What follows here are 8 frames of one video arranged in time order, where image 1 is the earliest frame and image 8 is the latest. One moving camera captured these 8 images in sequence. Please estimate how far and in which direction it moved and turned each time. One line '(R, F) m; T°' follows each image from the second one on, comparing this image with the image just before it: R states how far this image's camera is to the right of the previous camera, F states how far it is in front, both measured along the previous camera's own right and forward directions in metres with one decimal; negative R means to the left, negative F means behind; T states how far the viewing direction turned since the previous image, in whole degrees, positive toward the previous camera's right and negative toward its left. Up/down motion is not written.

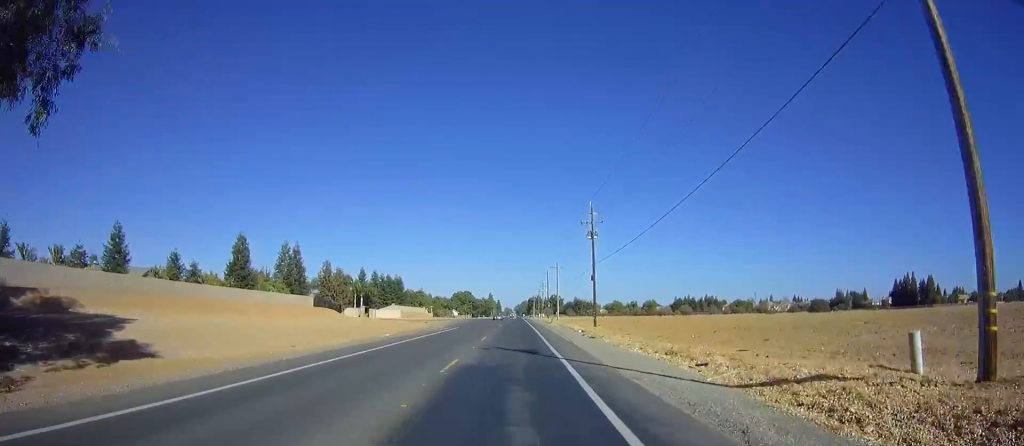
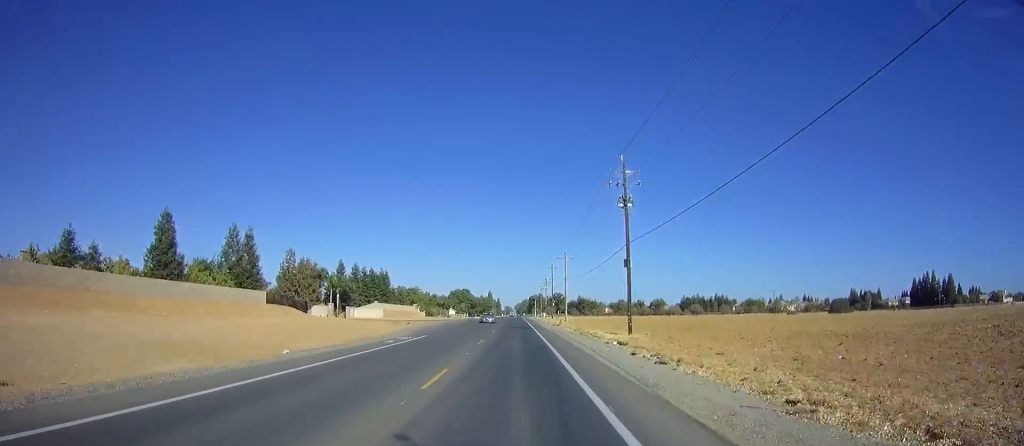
(-0.1, +17.5) m; 0°
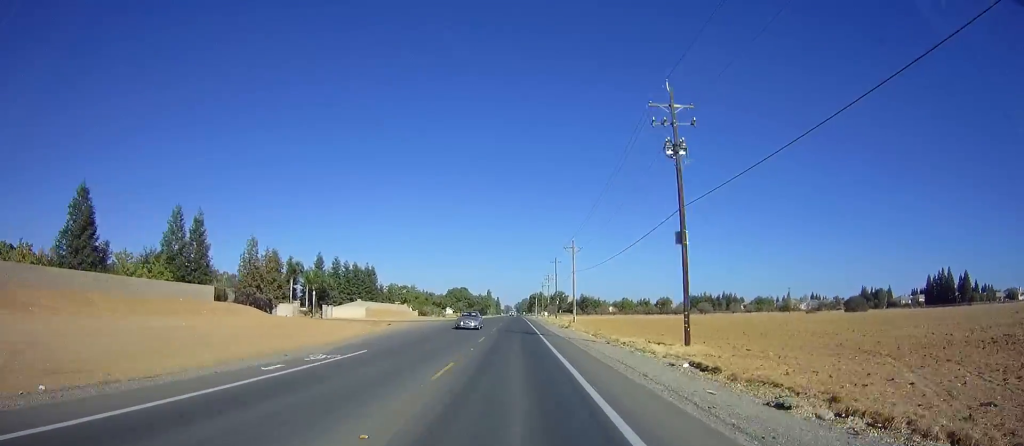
(+0.1, +13.4) m; 0°
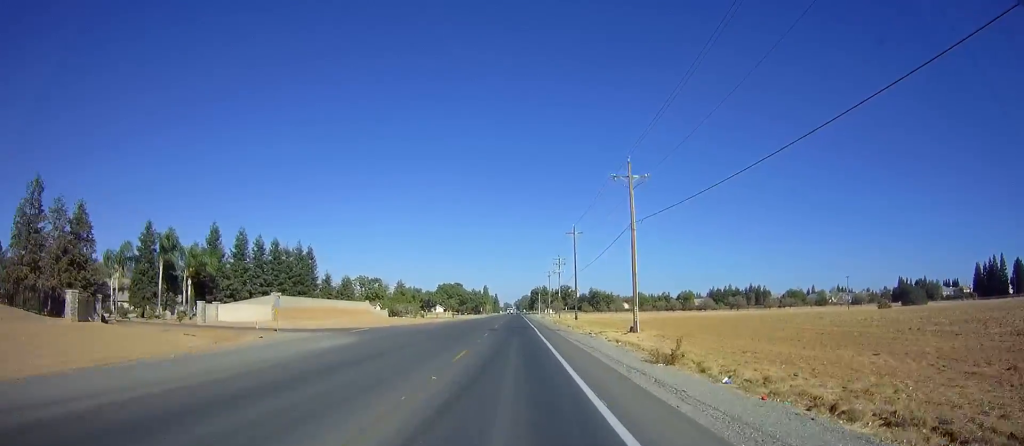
(-0.3, +39.8) m; 0°
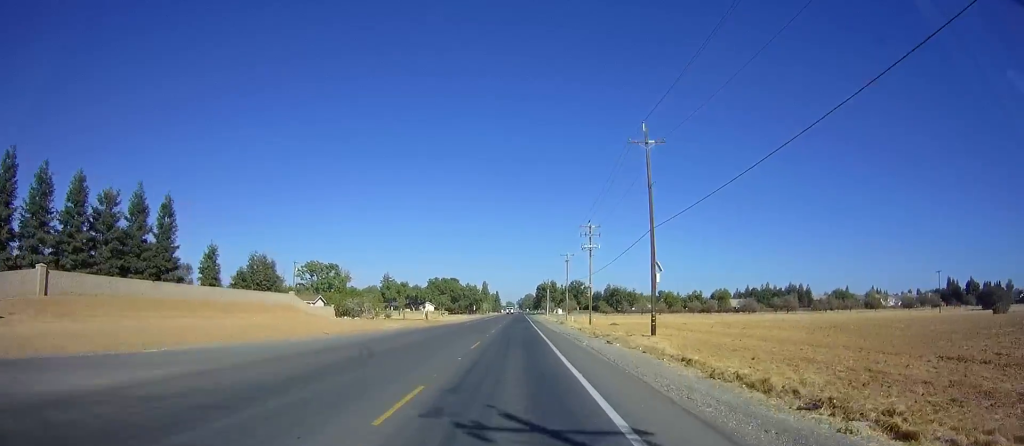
(+0.2, +41.3) m; -1°
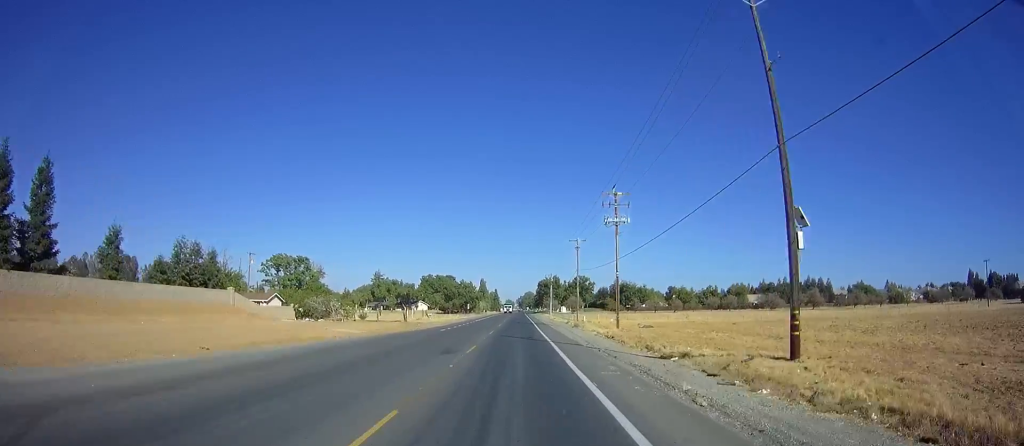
(-0.2, +17.3) m; 0°
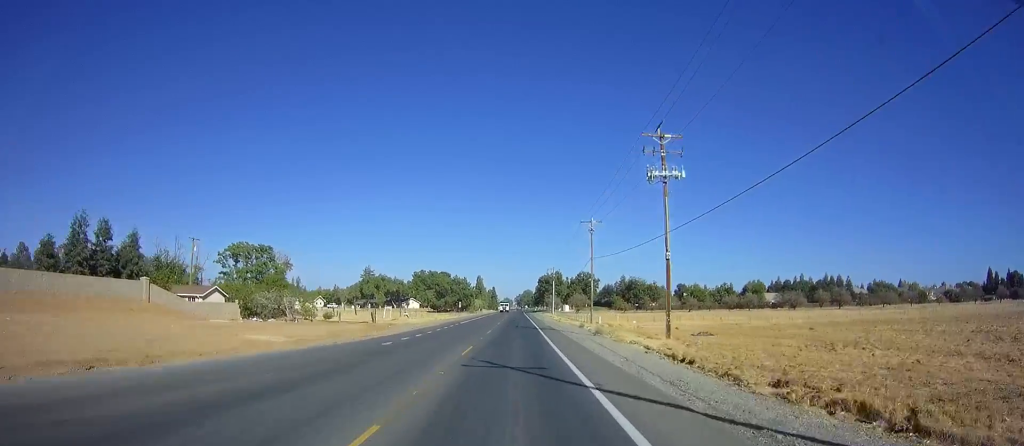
(0.0, +15.7) m; 0°
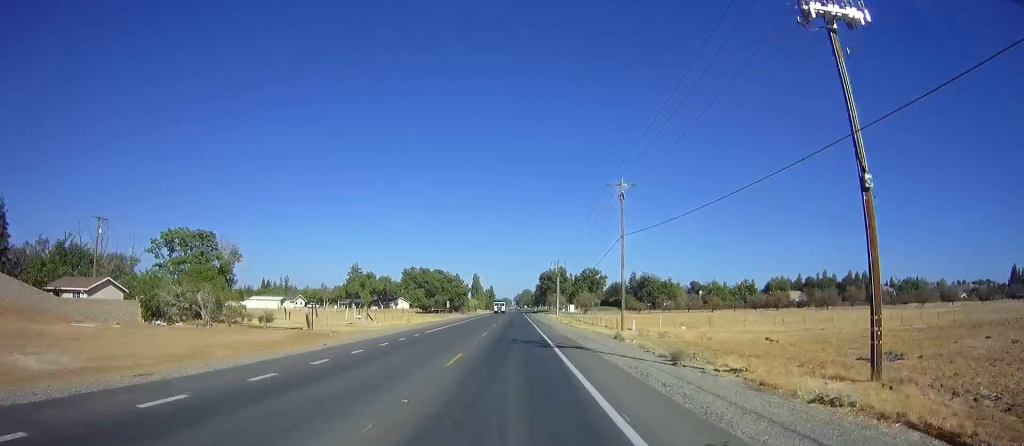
(+0.3, +18.1) m; 0°
